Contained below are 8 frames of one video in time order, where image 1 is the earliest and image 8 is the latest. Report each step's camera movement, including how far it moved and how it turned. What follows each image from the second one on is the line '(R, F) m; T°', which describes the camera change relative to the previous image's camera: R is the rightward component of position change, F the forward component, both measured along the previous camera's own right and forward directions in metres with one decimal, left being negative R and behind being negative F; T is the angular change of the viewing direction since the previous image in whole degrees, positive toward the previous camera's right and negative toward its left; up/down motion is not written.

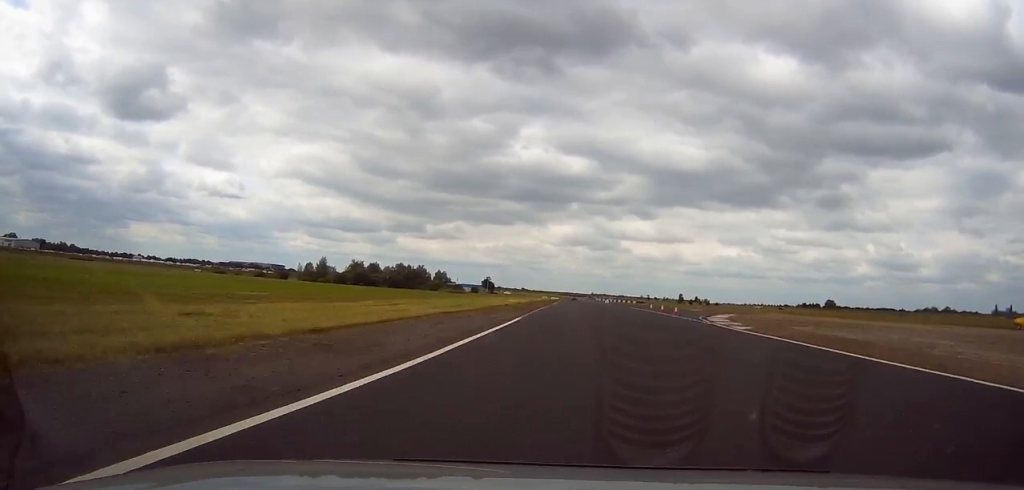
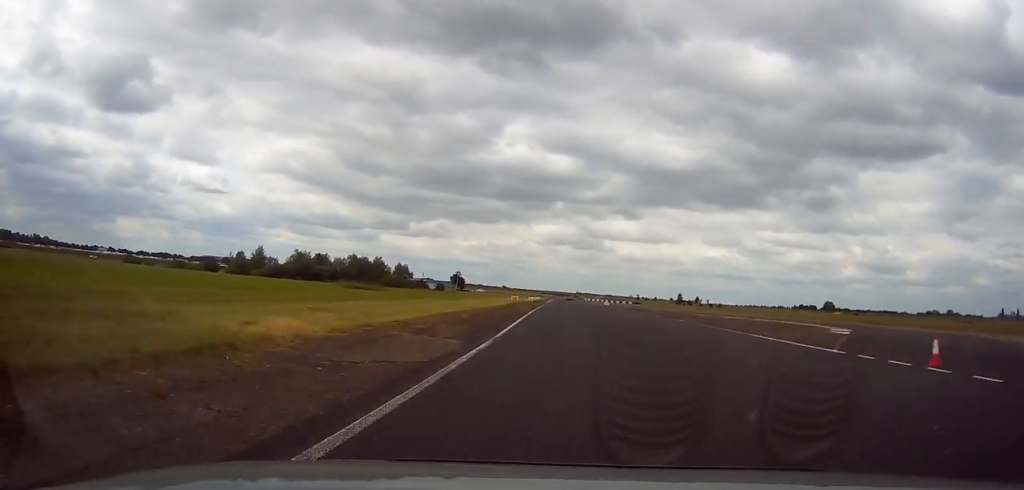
(+0.4, +55.7) m; +1°
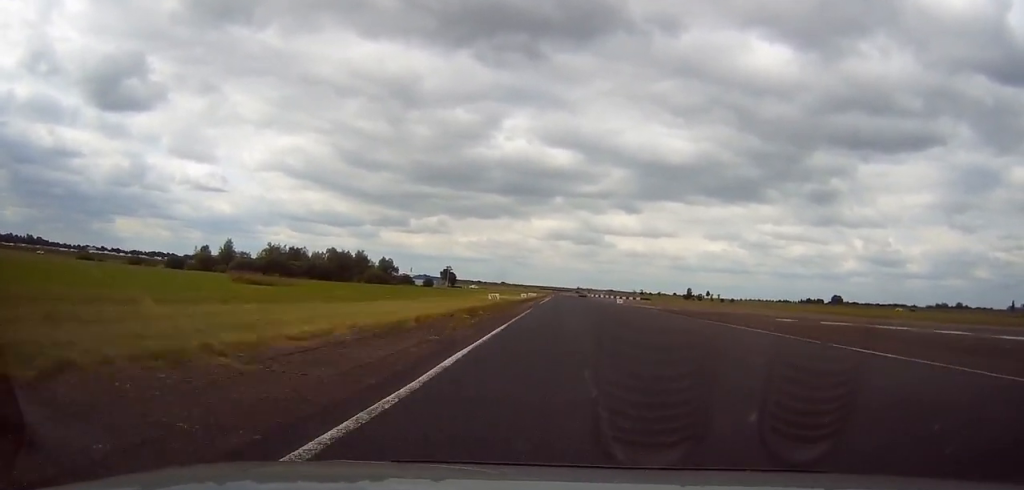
(+0.4, +28.0) m; 0°
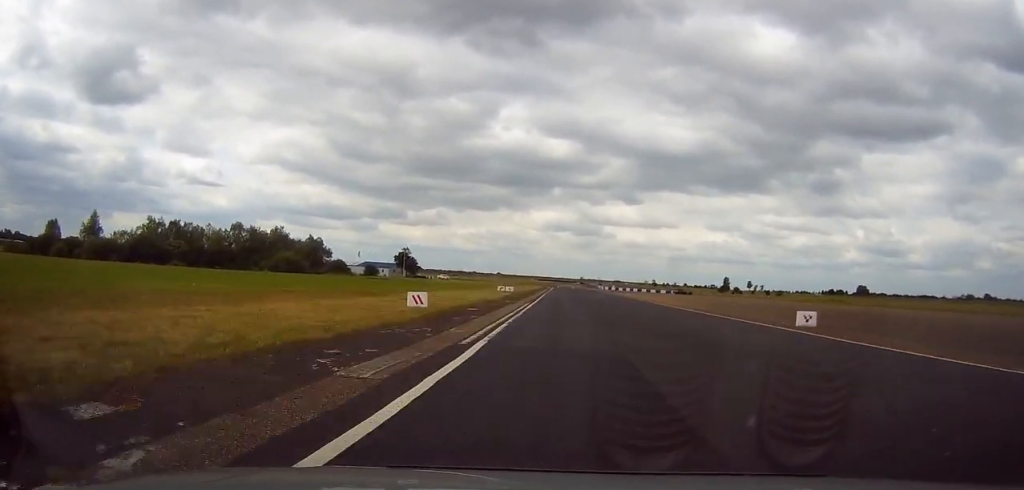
(-0.5, +80.0) m; 0°
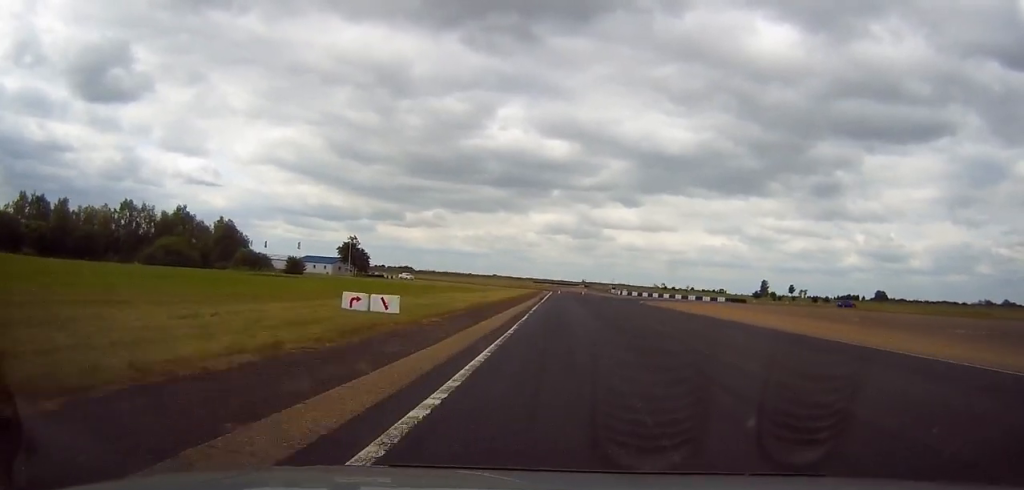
(+0.4, +54.6) m; +1°
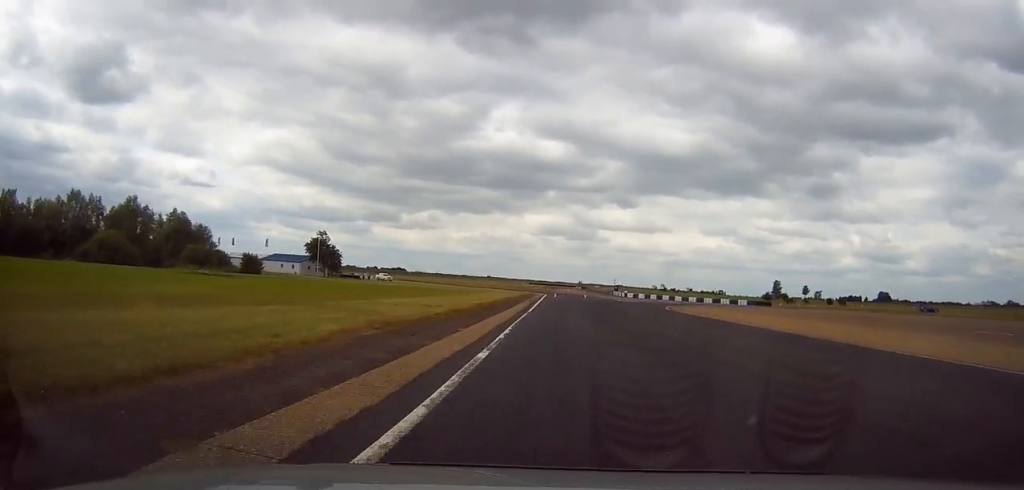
(0.0, +18.0) m; +1°
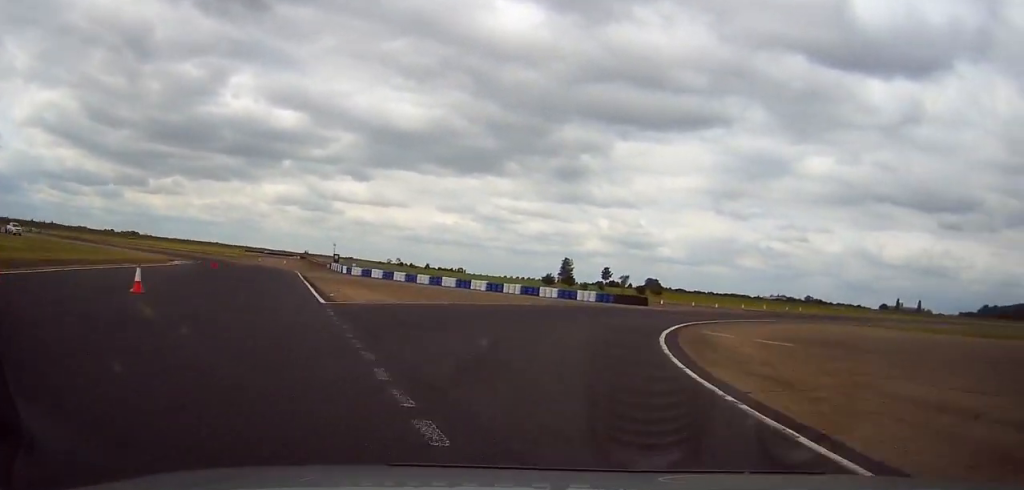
(+6.0, +57.3) m; +24°
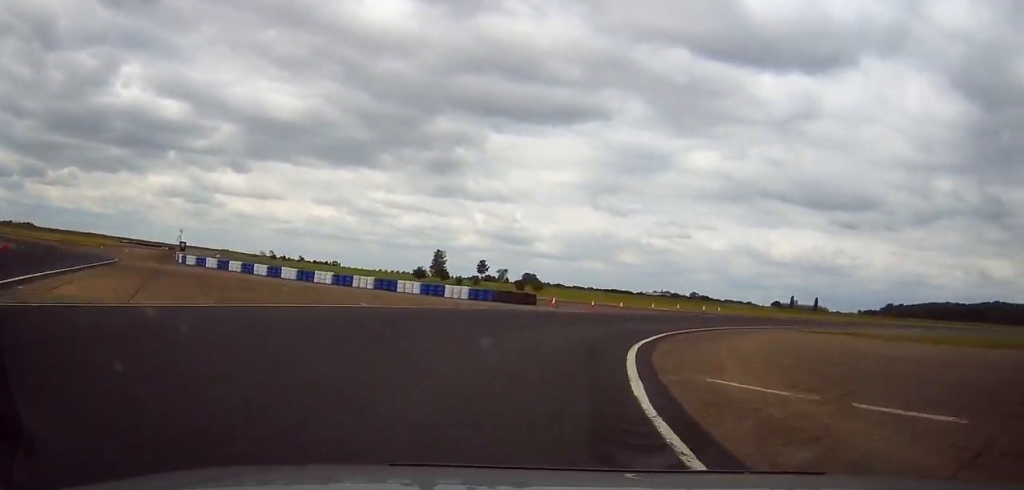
(+2.4, +12.4) m; +11°
